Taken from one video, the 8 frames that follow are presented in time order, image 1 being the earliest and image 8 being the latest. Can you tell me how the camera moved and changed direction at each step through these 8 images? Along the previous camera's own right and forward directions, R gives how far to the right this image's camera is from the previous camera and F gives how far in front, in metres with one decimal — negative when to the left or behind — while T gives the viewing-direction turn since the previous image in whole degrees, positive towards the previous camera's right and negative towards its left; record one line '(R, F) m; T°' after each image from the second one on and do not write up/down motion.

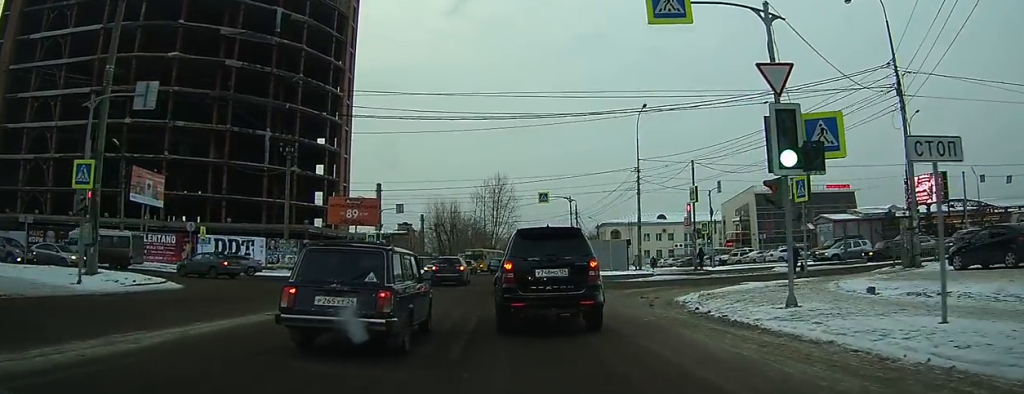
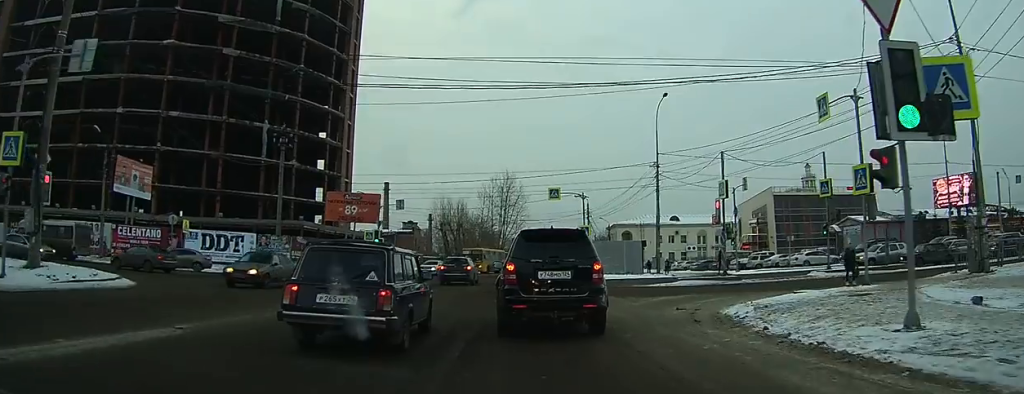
(+0.3, +4.7) m; +3°
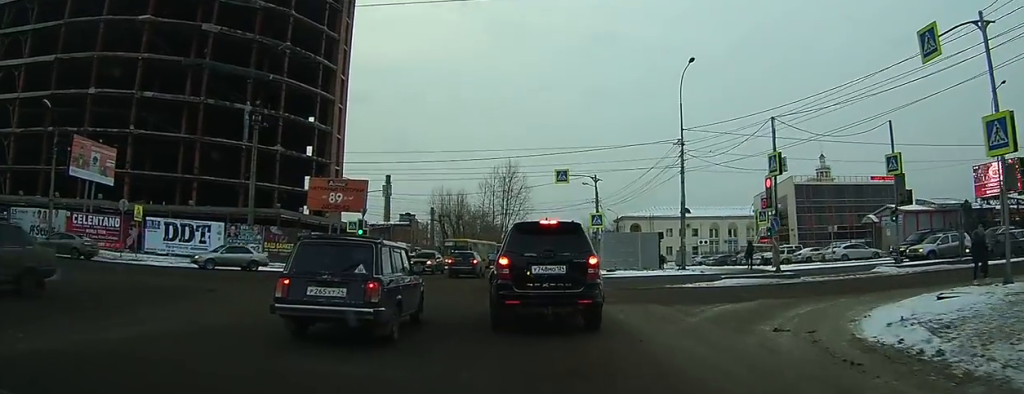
(+0.5, +7.9) m; +1°
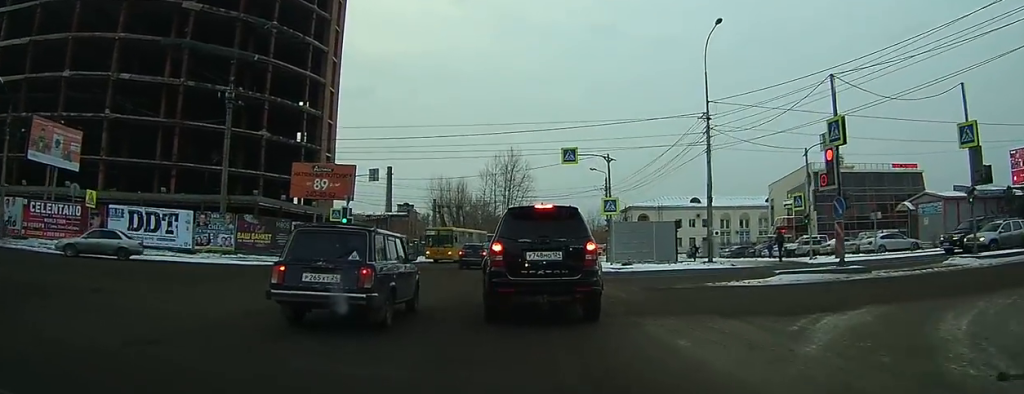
(-0.2, +6.3) m; -3°
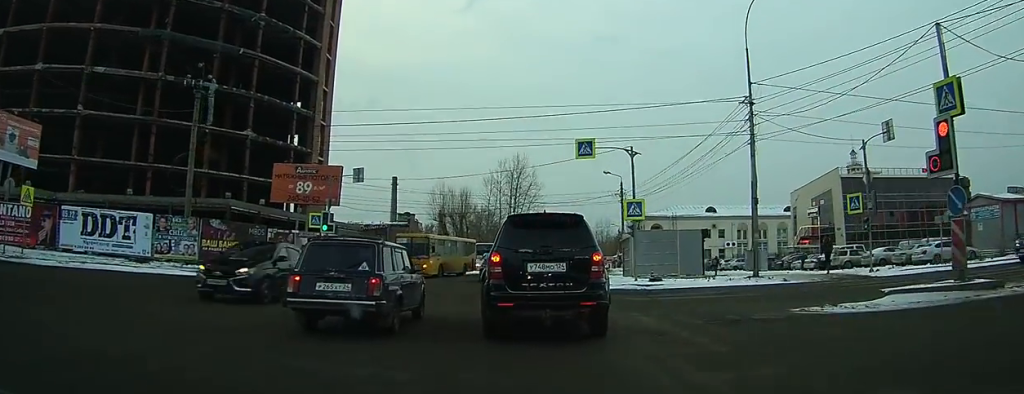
(-0.3, +6.9) m; -5°
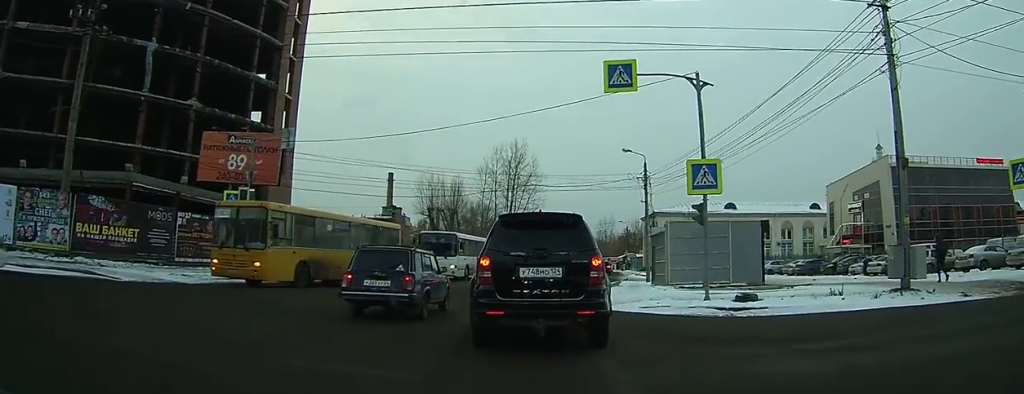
(-1.1, +12.7) m; -4°
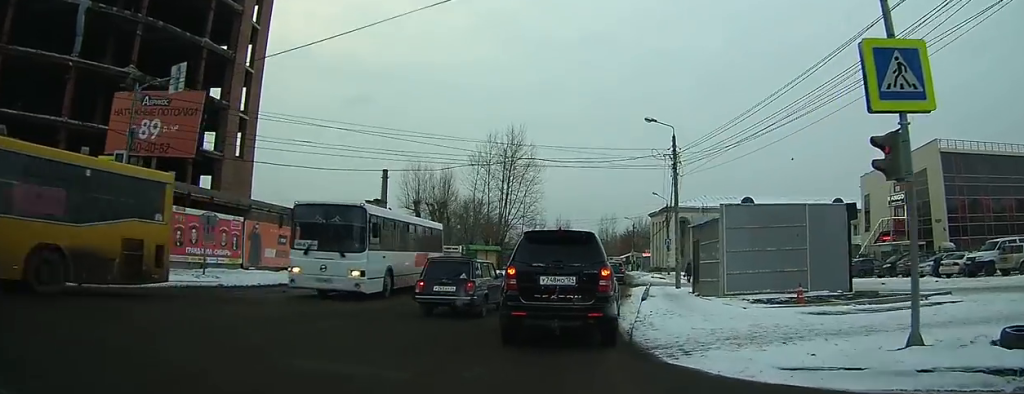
(+0.5, +9.2) m; +2°
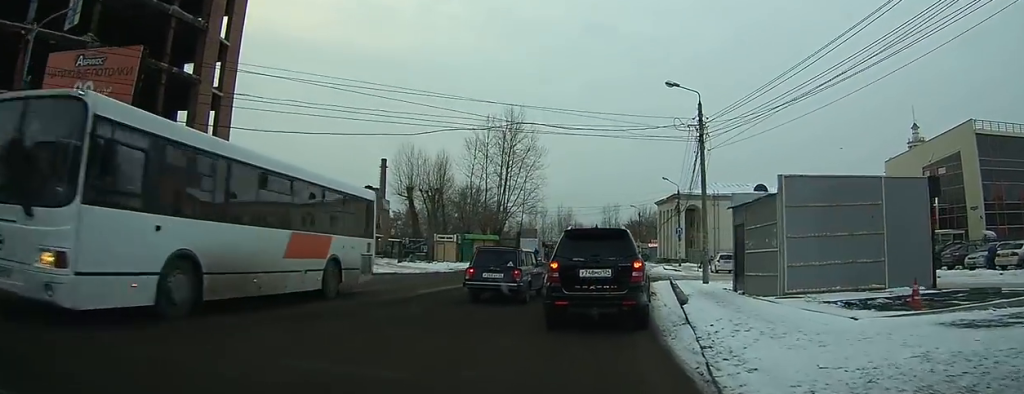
(-0.2, +4.8) m; -5°
